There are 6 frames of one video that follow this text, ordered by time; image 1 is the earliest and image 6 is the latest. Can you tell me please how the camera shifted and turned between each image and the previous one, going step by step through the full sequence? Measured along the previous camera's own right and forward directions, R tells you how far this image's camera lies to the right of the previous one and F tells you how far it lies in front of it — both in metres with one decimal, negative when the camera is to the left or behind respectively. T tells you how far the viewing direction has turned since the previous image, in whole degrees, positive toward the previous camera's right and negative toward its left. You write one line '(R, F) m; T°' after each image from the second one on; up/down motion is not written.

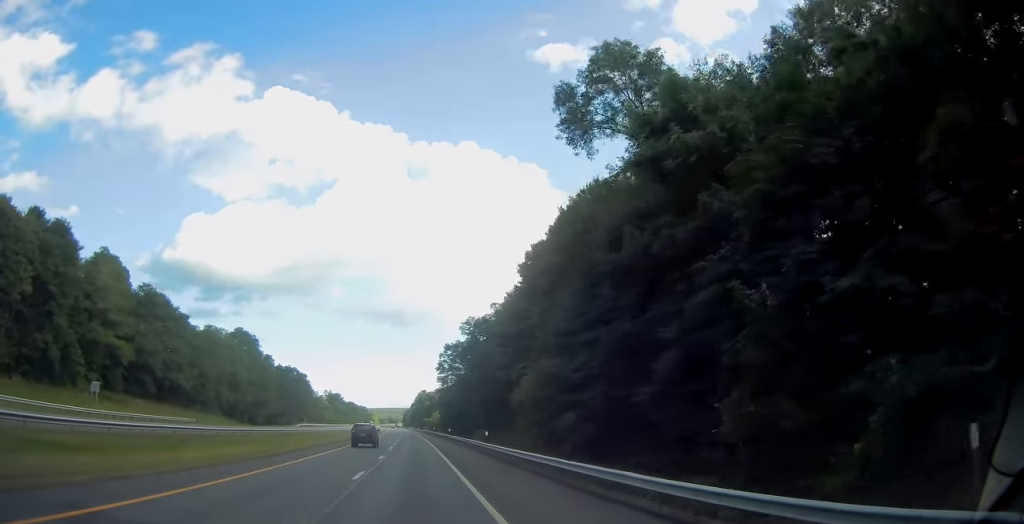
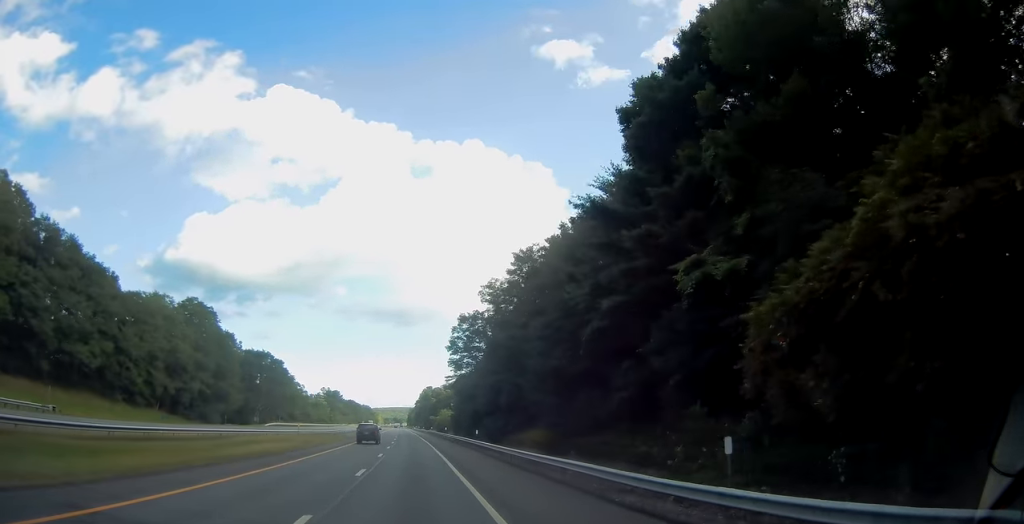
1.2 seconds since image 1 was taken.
(-0.2, +35.5) m; -1°
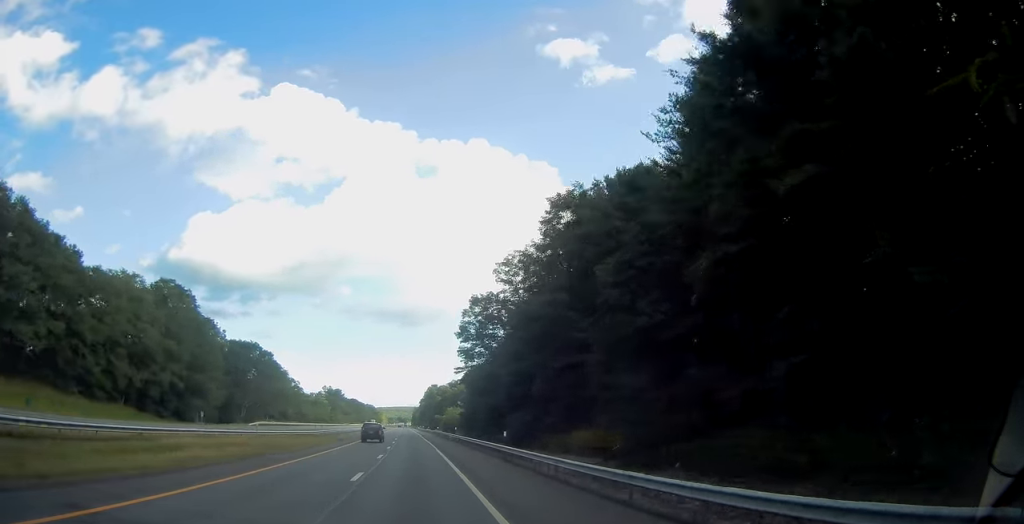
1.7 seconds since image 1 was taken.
(0.0, +14.4) m; 0°
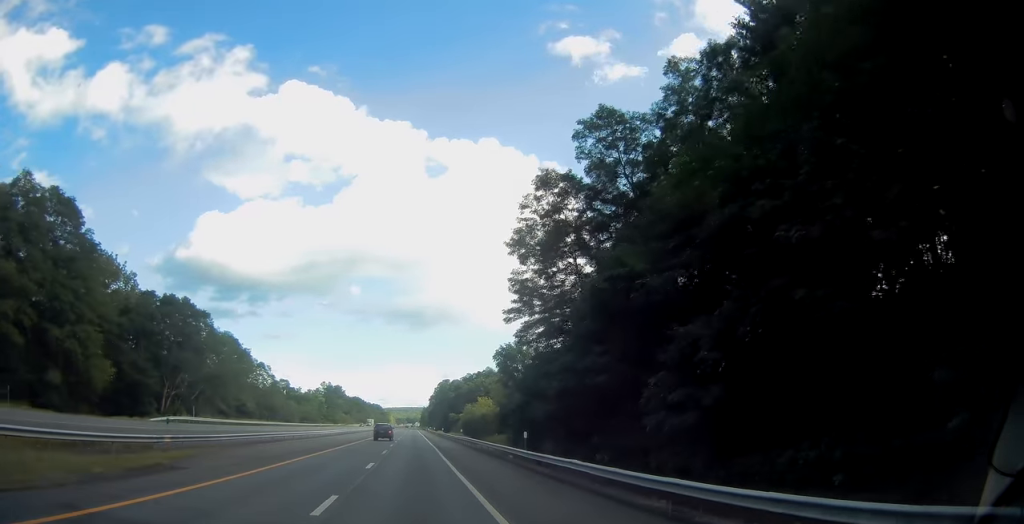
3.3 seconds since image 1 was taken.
(-0.3, +44.0) m; -1°
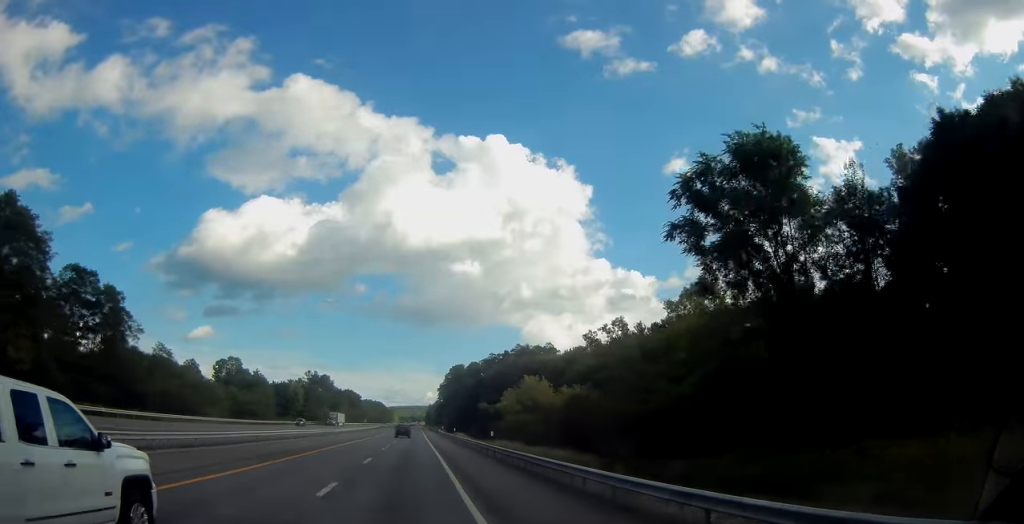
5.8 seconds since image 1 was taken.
(-0.2, +71.6) m; 0°
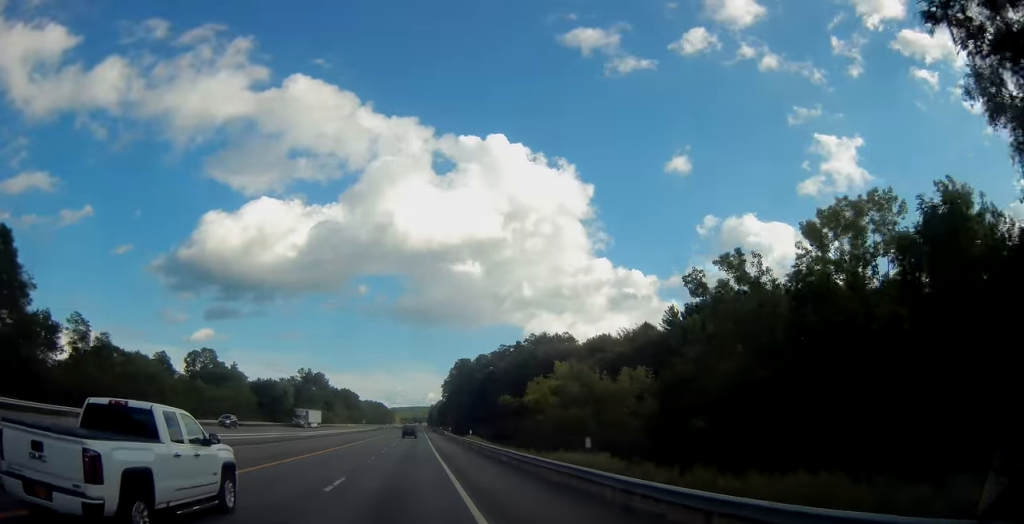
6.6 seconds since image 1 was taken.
(-0.1, +23.0) m; 0°
